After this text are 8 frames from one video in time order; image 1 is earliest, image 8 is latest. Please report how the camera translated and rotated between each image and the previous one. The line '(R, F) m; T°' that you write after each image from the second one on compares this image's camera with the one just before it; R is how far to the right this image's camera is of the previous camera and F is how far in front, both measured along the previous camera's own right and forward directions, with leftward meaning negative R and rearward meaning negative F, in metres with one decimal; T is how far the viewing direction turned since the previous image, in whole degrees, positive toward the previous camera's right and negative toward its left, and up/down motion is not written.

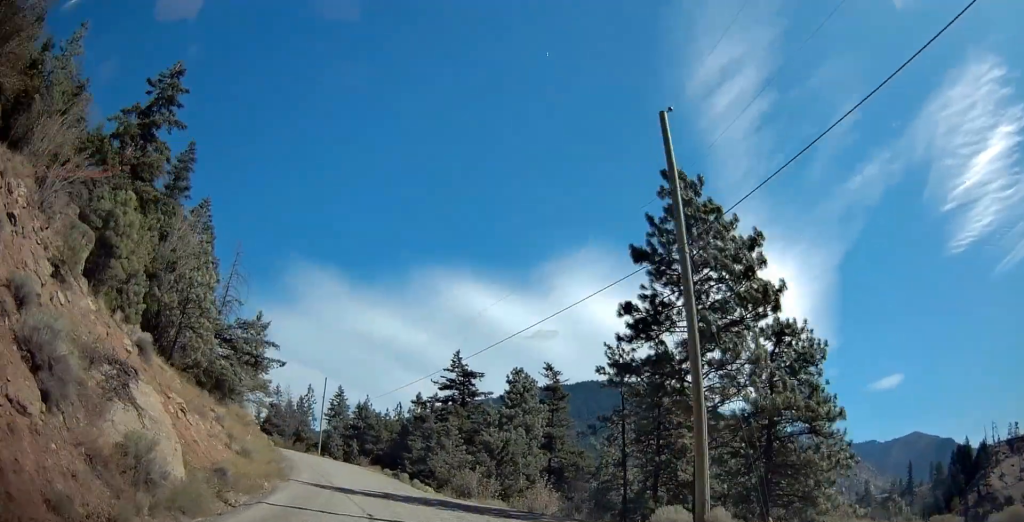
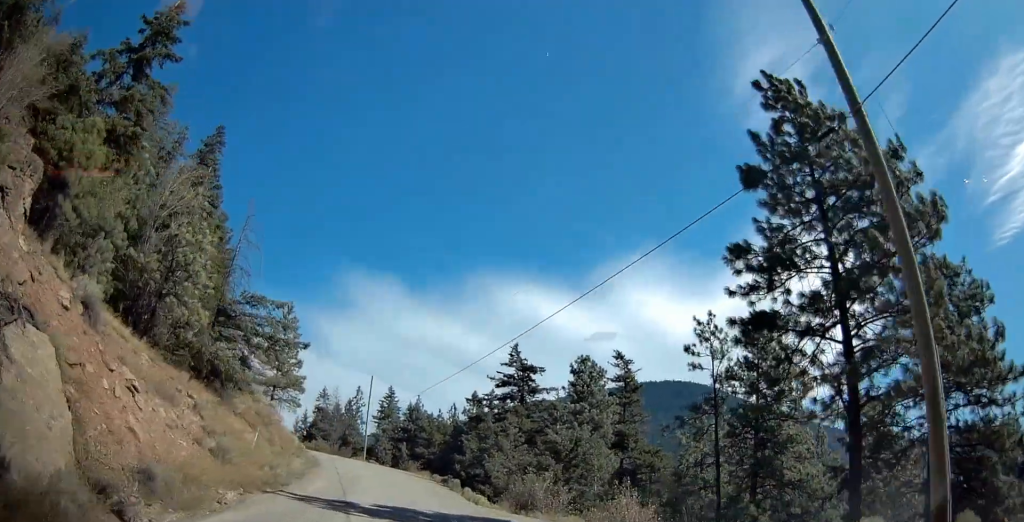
(-0.2, +6.3) m; -5°
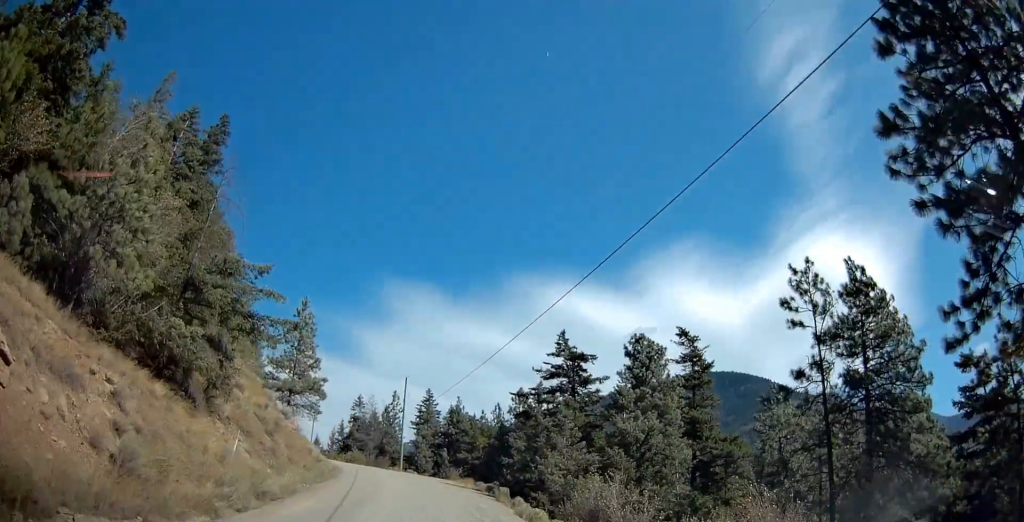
(-0.1, +6.5) m; -7°
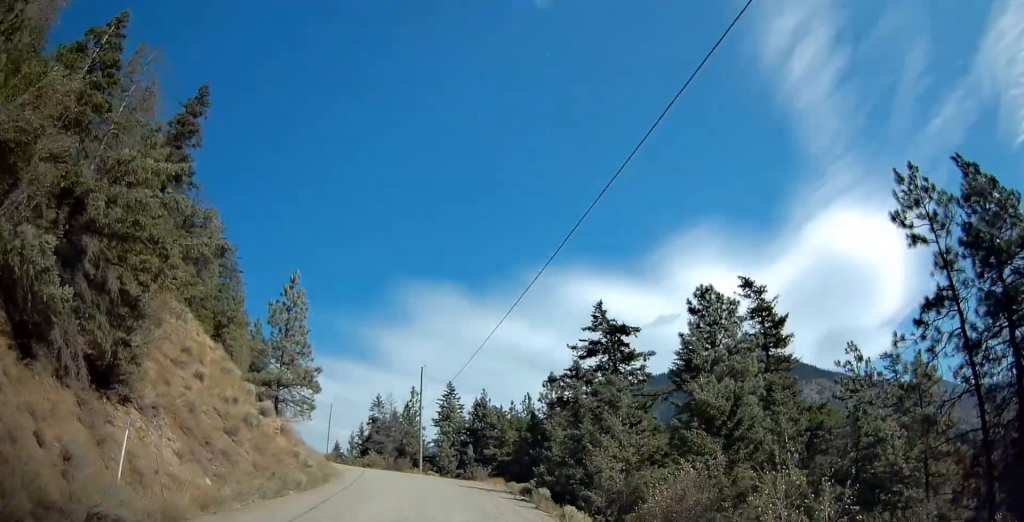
(-0.9, +8.0) m; -5°
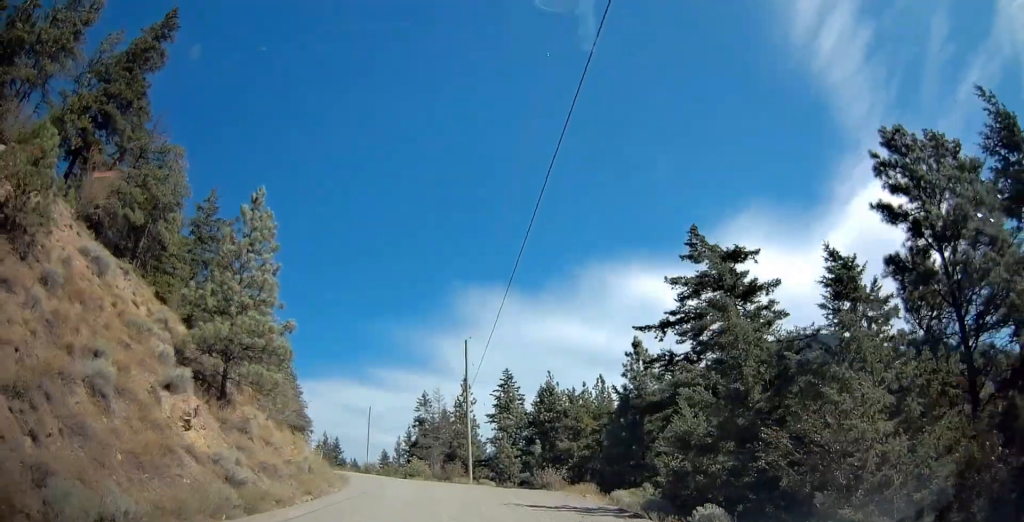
(-0.9, +15.9) m; -10°
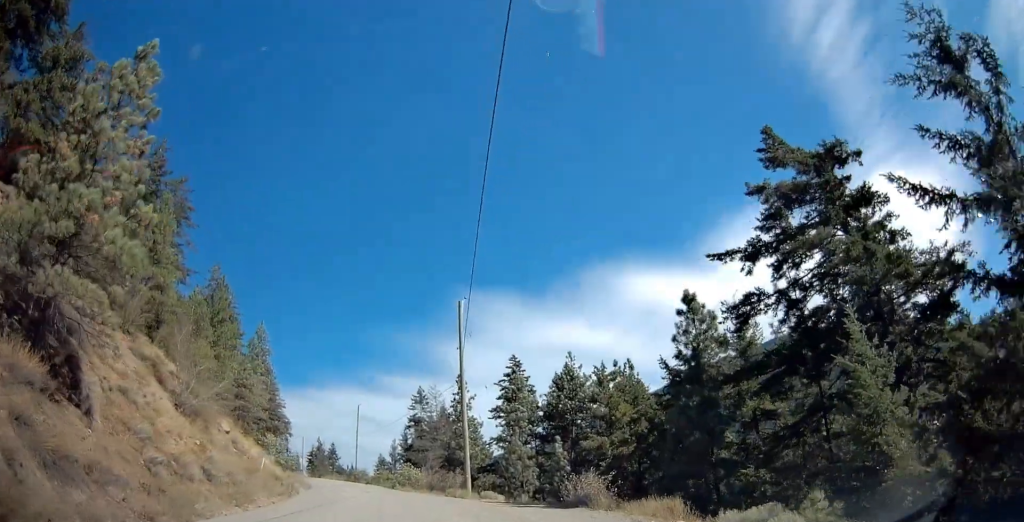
(-0.5, +12.2) m; -3°
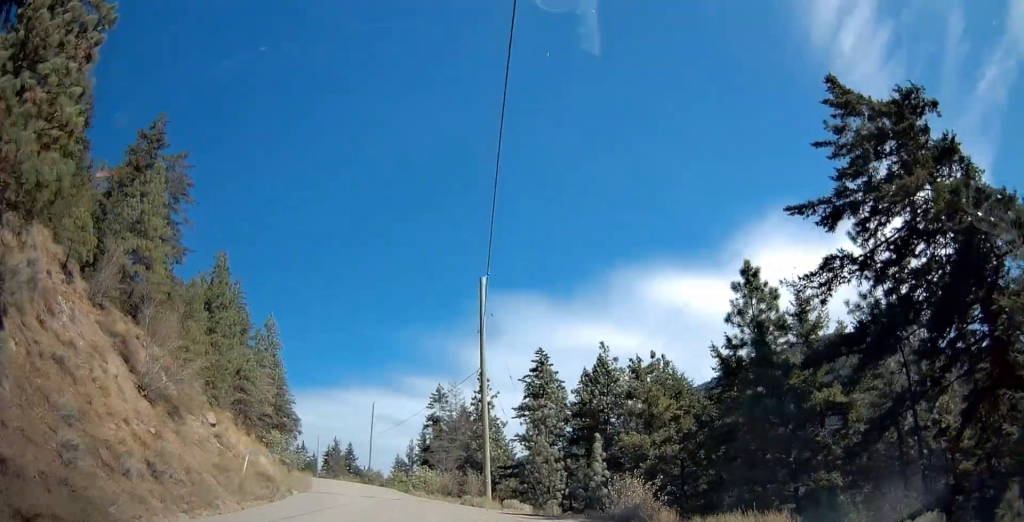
(0.0, +4.7) m; 0°
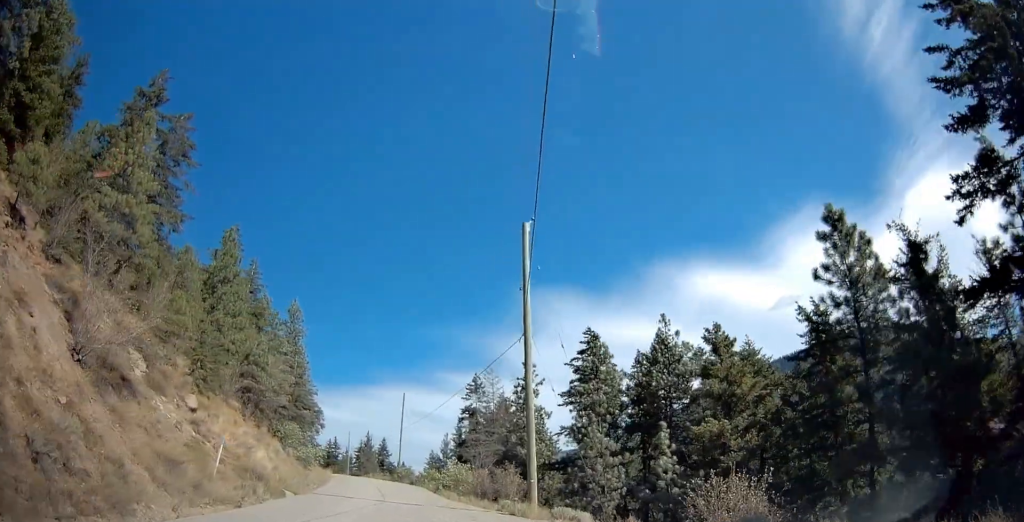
(0.0, +6.4) m; 0°
